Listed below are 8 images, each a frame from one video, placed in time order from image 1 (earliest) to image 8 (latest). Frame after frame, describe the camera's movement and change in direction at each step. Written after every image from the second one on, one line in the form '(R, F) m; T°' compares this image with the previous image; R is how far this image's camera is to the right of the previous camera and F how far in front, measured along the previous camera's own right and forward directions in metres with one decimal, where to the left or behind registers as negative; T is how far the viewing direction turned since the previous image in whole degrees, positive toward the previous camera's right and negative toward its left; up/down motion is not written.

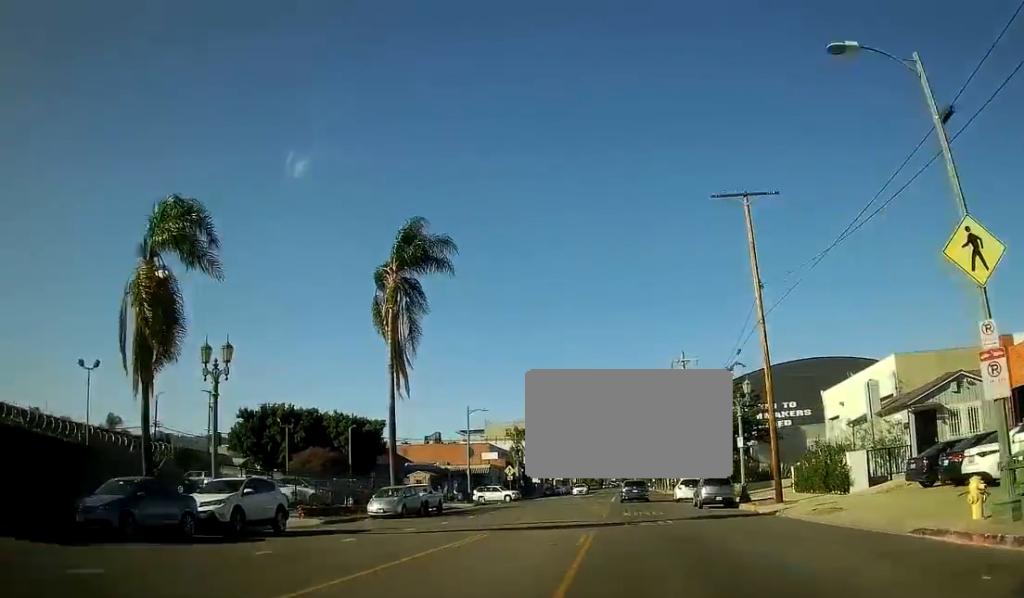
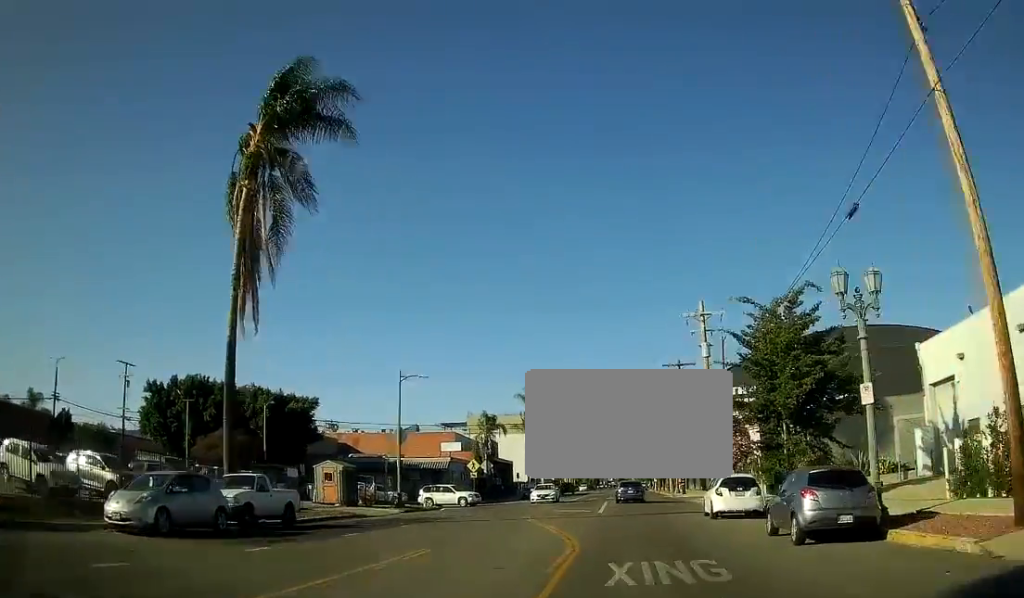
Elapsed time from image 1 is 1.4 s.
(0.0, +19.7) m; 0°
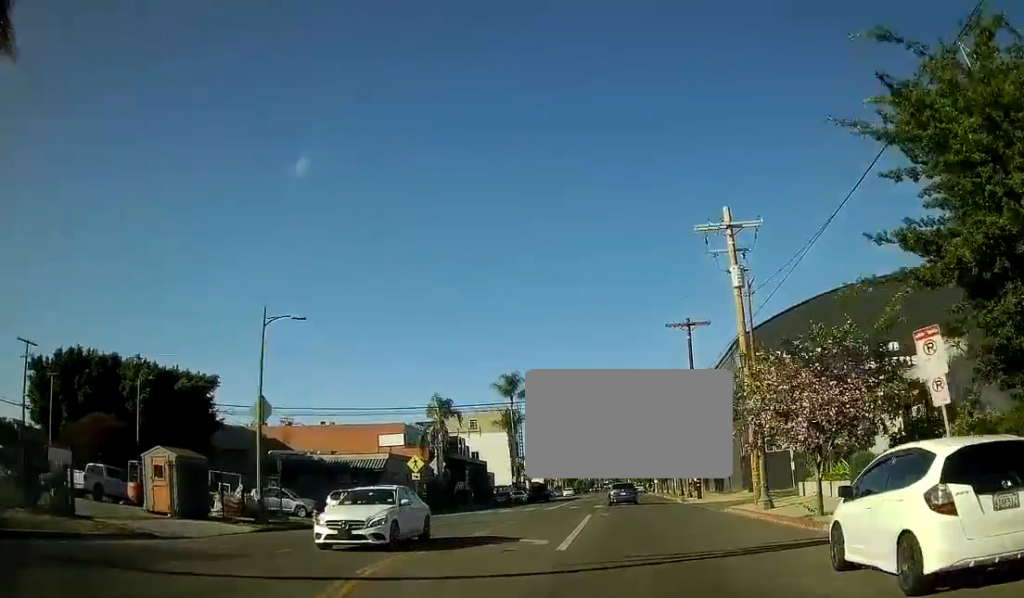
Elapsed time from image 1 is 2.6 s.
(0.0, +17.5) m; 0°
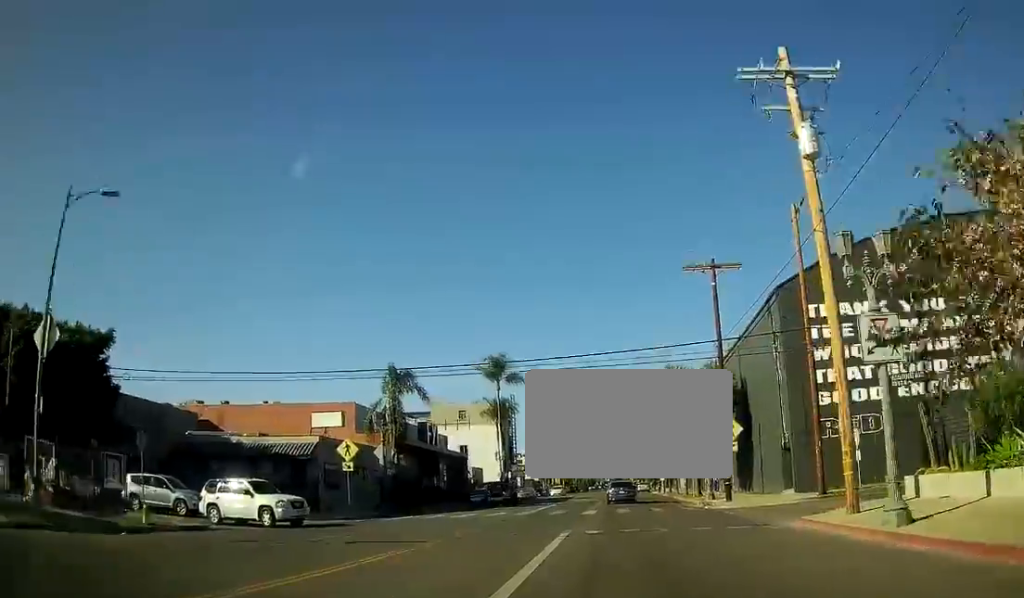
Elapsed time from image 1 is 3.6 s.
(0.0, +13.4) m; 0°
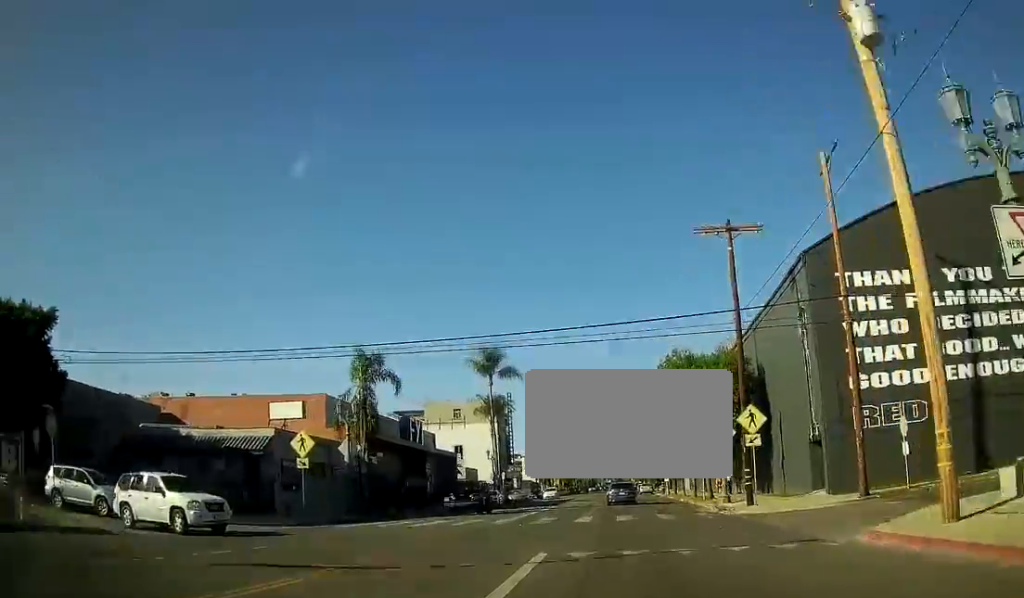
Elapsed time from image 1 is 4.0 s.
(0.0, +5.7) m; 0°
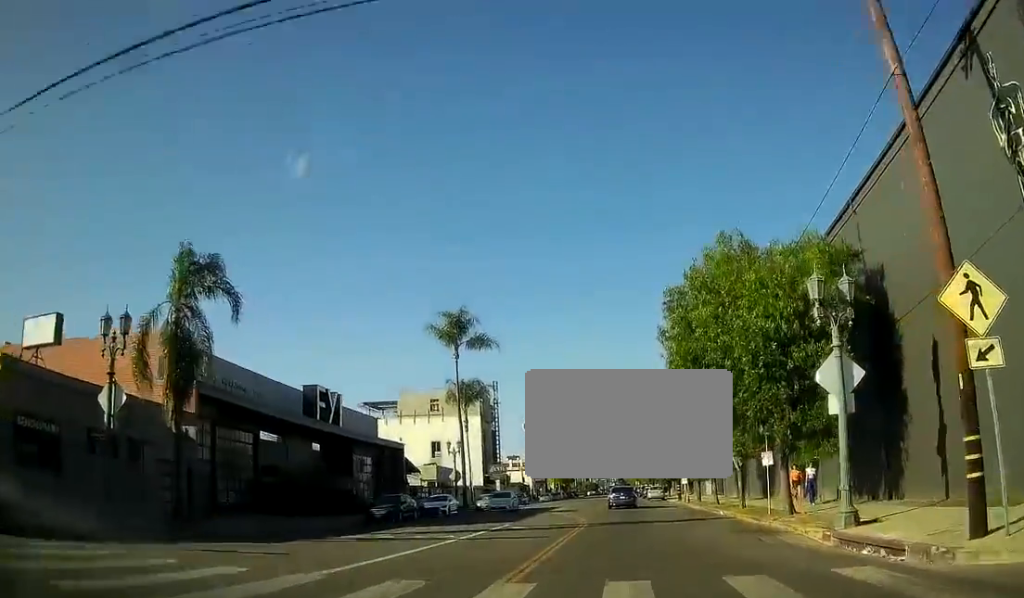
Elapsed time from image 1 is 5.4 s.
(0.0, +19.9) m; 0°
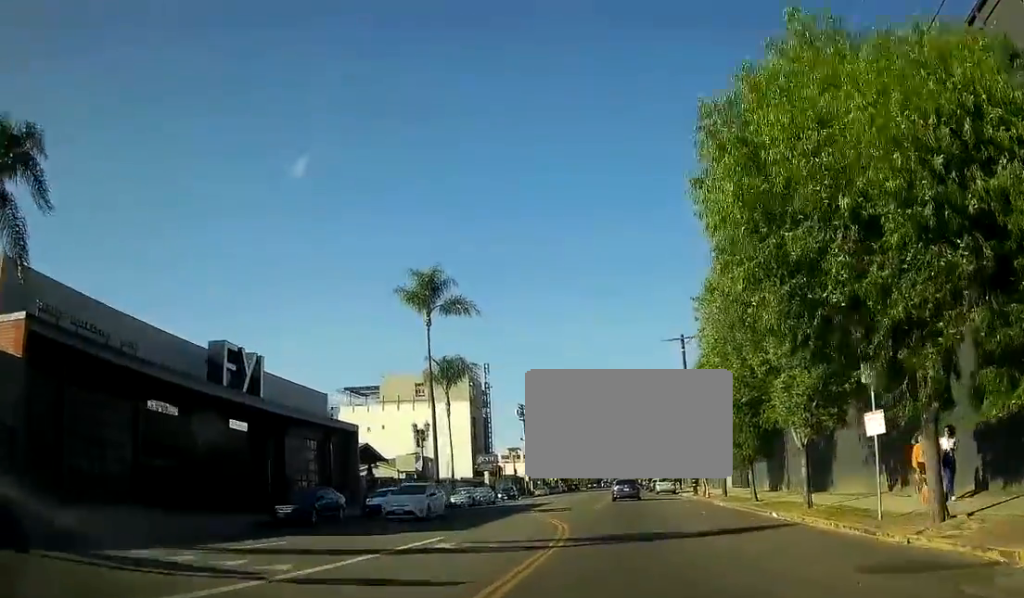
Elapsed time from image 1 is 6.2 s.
(0.0, +11.3) m; 0°
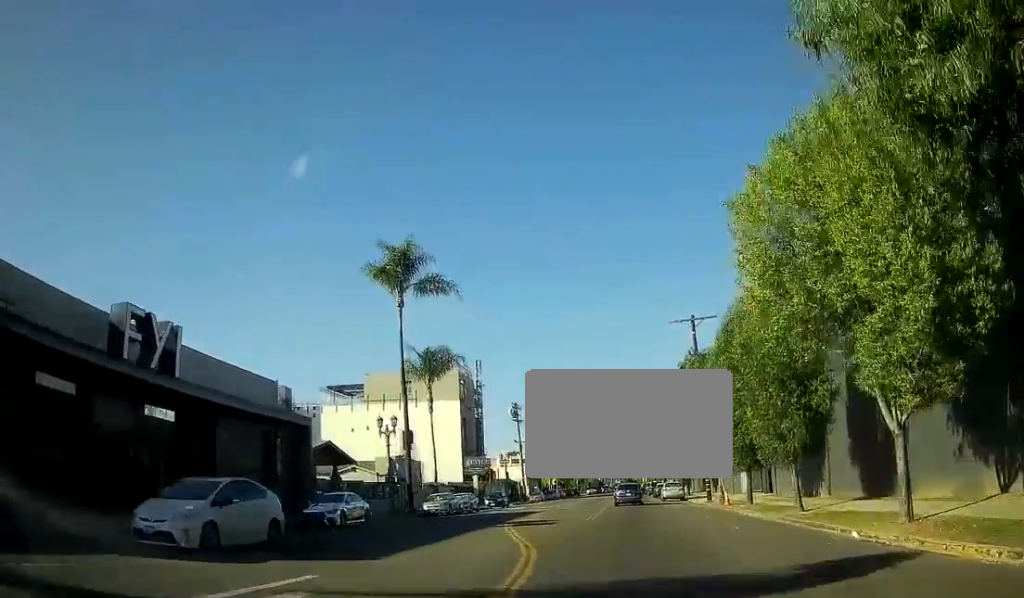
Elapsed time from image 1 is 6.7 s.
(0.0, +7.5) m; 0°
